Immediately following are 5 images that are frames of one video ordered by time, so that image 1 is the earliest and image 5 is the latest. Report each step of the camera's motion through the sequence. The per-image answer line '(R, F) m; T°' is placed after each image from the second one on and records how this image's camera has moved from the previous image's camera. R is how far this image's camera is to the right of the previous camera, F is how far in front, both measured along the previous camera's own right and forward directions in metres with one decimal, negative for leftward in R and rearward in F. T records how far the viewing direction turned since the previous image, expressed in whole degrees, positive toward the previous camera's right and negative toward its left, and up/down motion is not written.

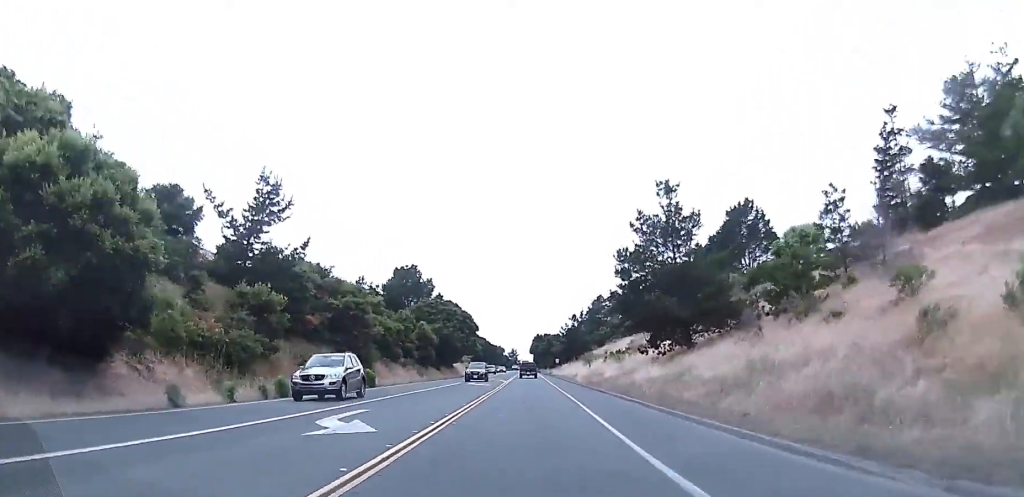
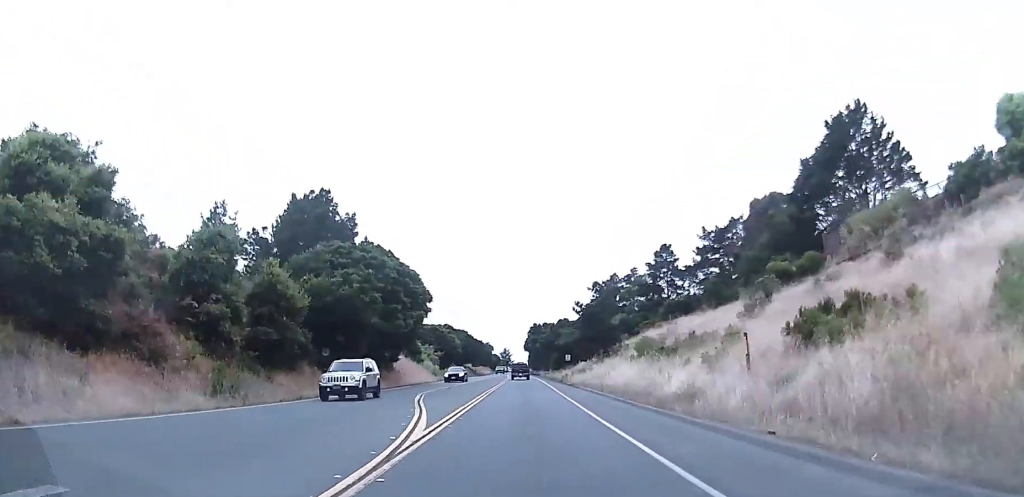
(-0.1, +49.8) m; 0°
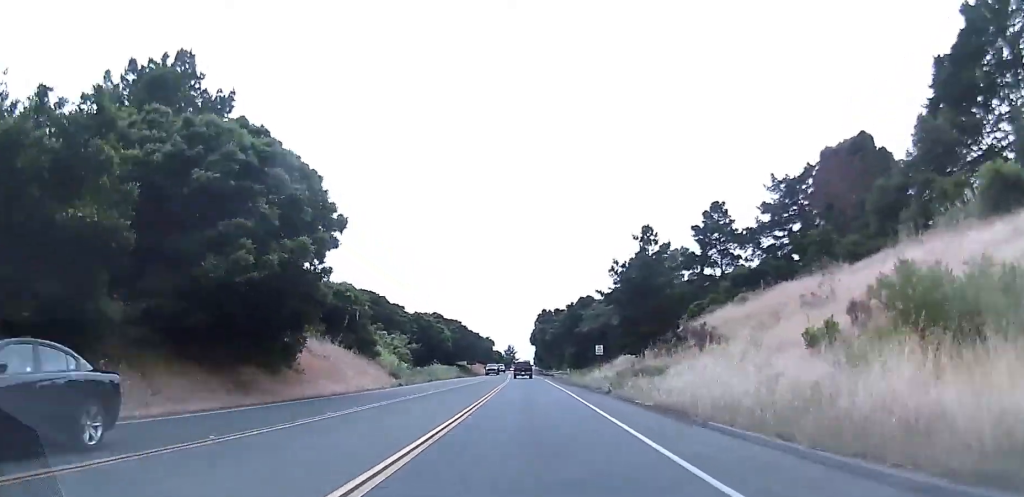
(-0.2, +31.6) m; 0°
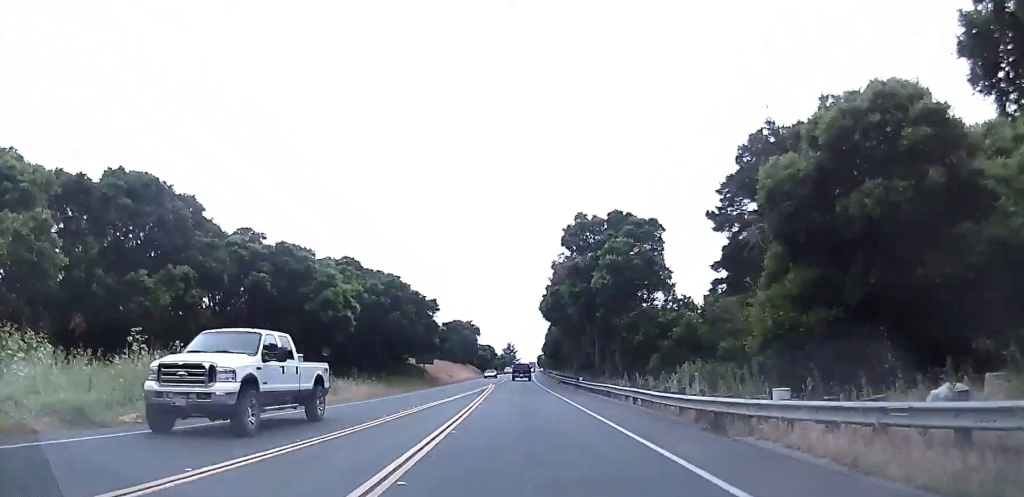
(-0.2, +73.1) m; 0°
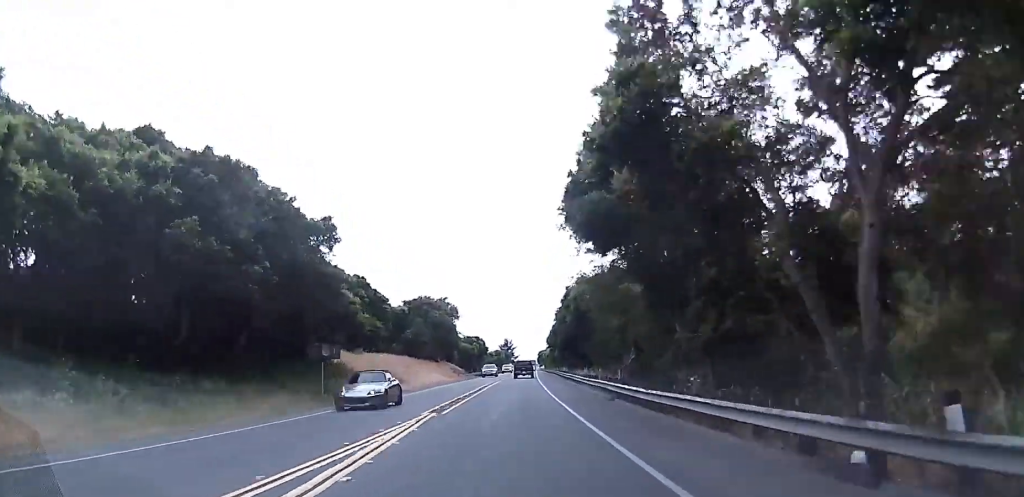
(-0.2, +39.2) m; 0°
